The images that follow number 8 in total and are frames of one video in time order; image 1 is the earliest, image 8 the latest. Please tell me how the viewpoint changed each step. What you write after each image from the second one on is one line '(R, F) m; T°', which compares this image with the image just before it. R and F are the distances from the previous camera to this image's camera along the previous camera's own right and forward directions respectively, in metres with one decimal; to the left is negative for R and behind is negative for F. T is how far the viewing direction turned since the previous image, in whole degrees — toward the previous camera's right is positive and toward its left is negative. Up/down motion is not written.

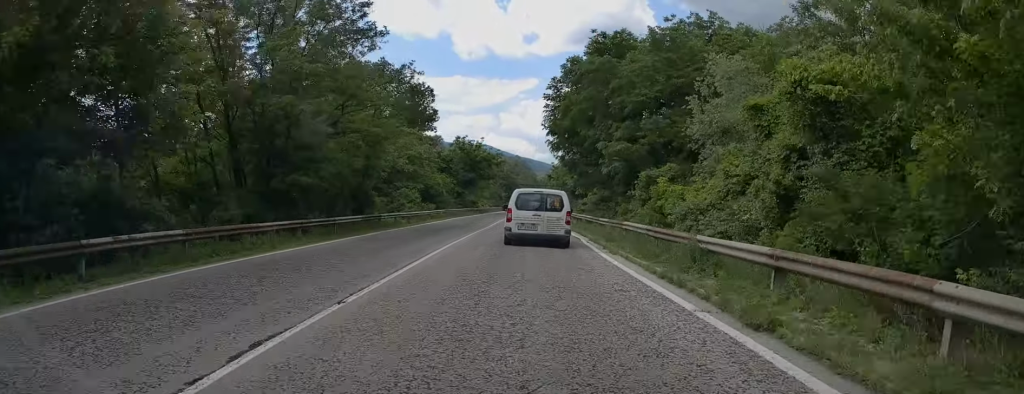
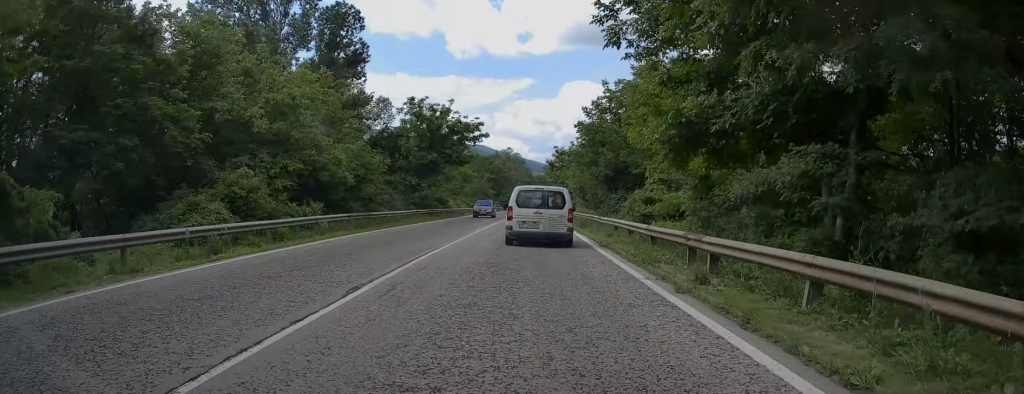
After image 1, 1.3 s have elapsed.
(+0.4, +28.9) m; +1°
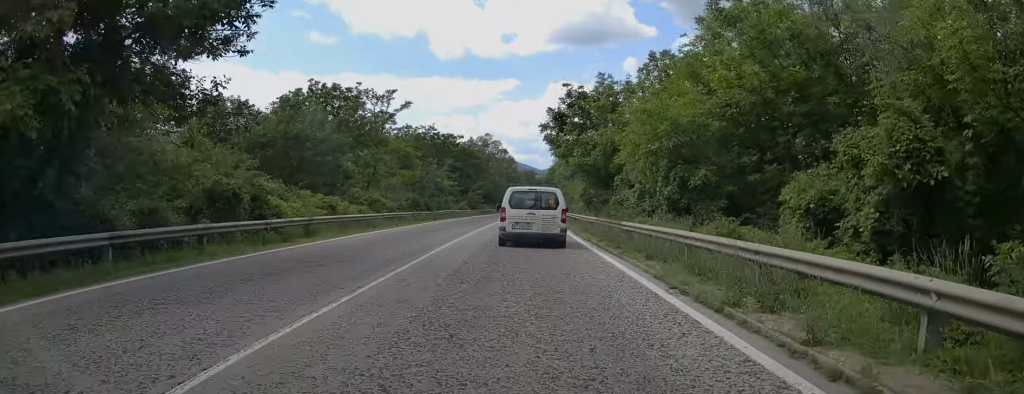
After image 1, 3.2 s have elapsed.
(+0.1, +42.0) m; +1°
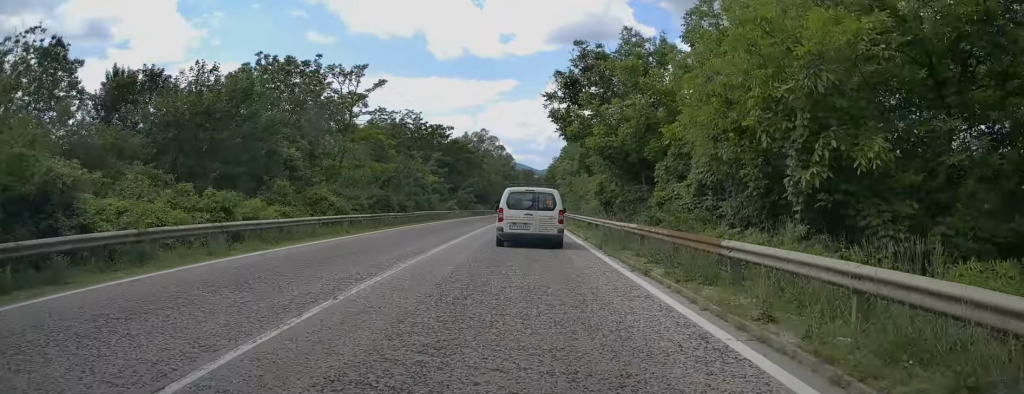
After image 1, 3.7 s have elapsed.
(+0.1, +10.3) m; 0°
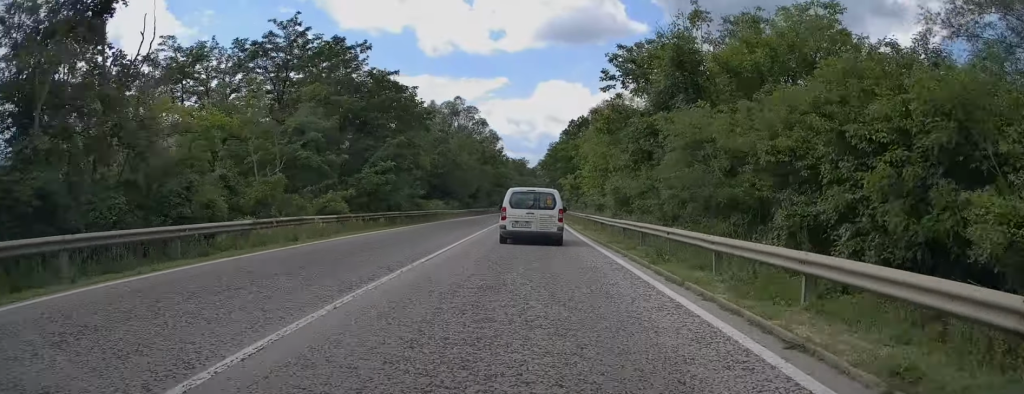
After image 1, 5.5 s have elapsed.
(0.0, +40.2) m; 0°
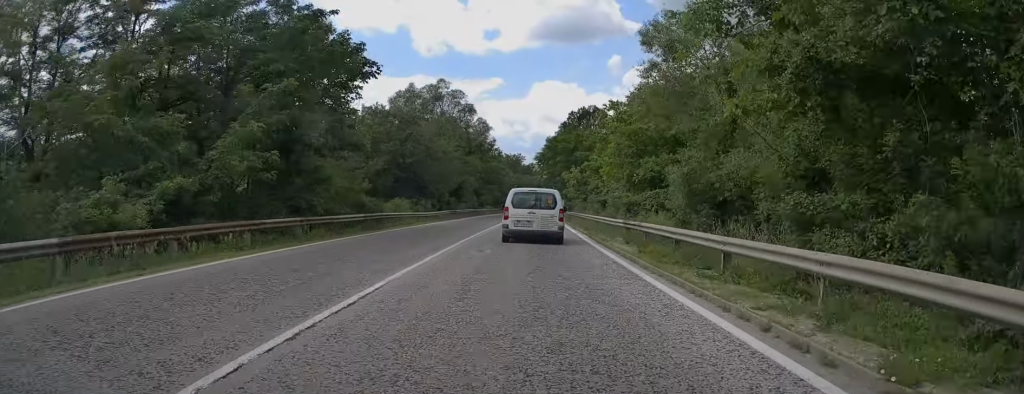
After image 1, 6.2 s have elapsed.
(0.0, +15.2) m; +1°
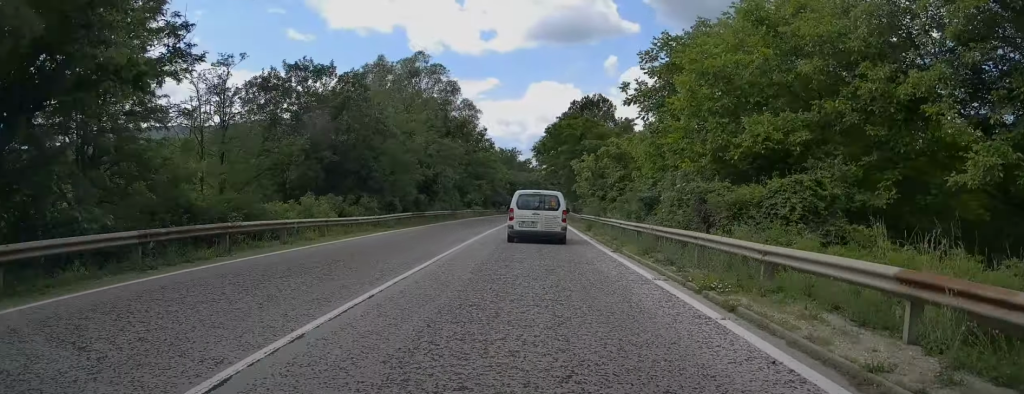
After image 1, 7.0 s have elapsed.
(+0.1, +16.6) m; 0°
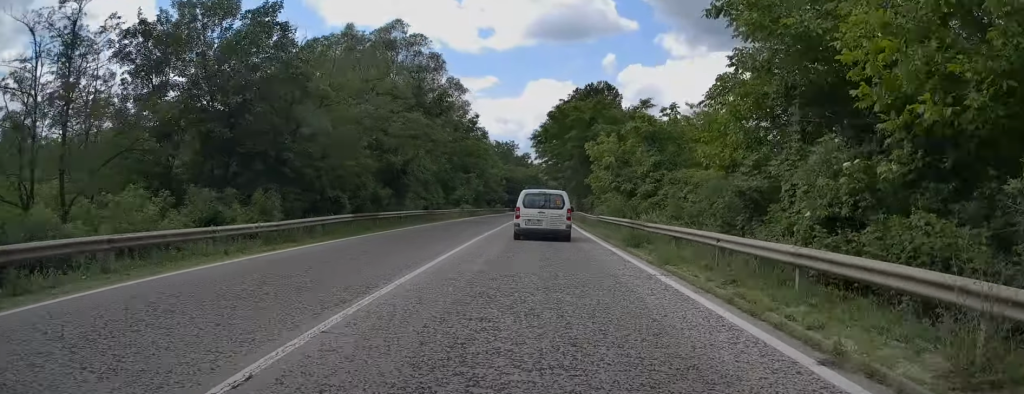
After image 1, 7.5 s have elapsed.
(+0.3, +12.3) m; 0°
